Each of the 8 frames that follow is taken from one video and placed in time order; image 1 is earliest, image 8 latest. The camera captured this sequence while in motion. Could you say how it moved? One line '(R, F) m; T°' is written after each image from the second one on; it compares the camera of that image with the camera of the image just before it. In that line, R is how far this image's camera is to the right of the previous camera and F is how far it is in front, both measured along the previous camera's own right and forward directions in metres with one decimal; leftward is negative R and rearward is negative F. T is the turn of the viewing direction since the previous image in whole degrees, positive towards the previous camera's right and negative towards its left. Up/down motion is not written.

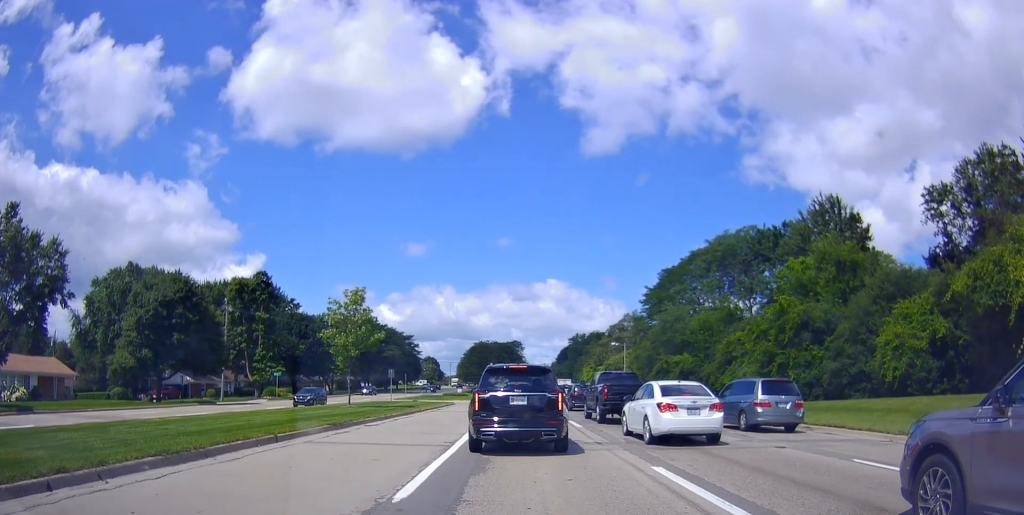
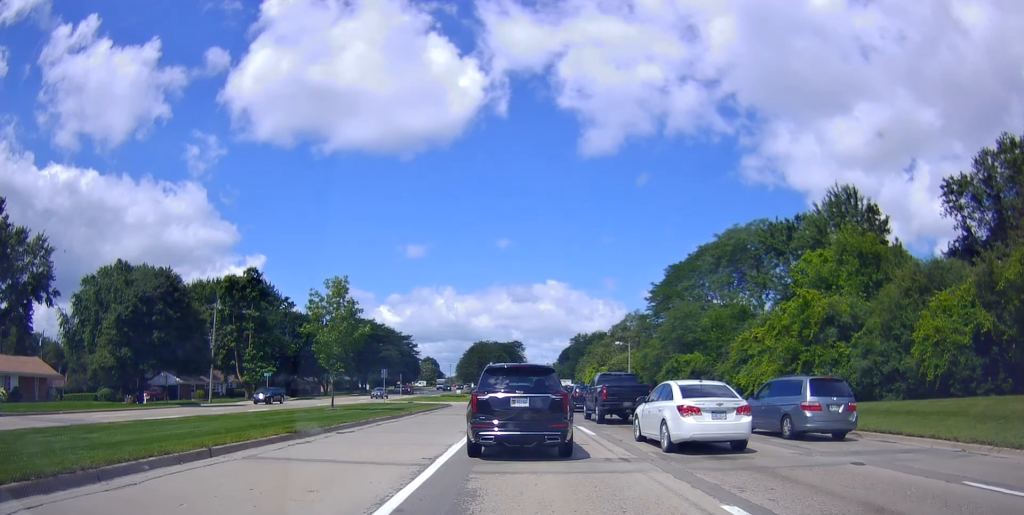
(-0.3, +0.5) m; 0°
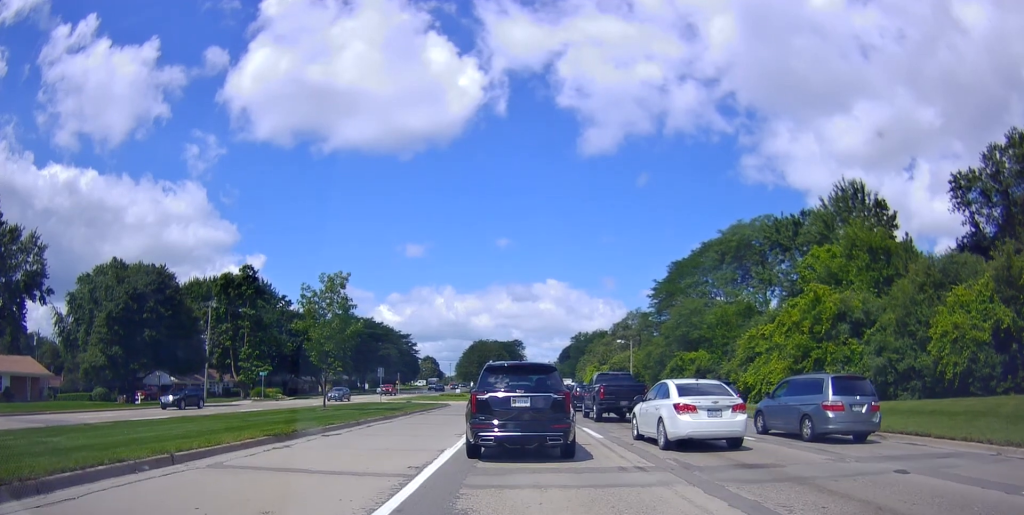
(0.0, +0.8) m; 0°
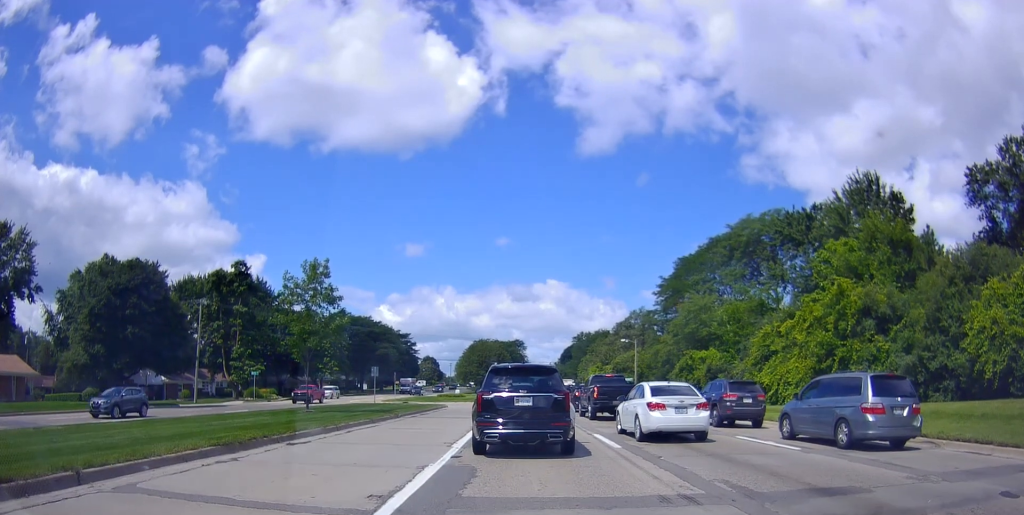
(0.0, +2.5) m; 0°
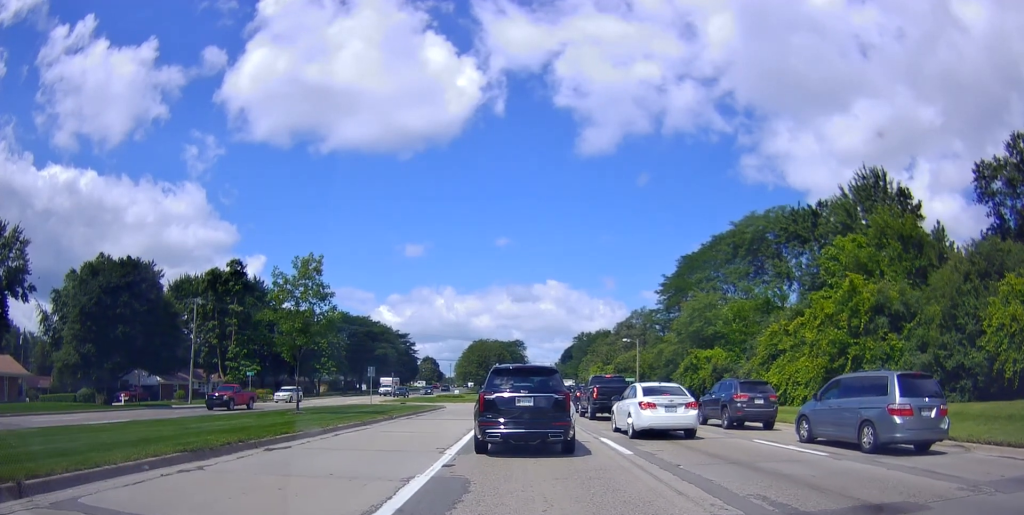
(0.0, +1.1) m; 0°
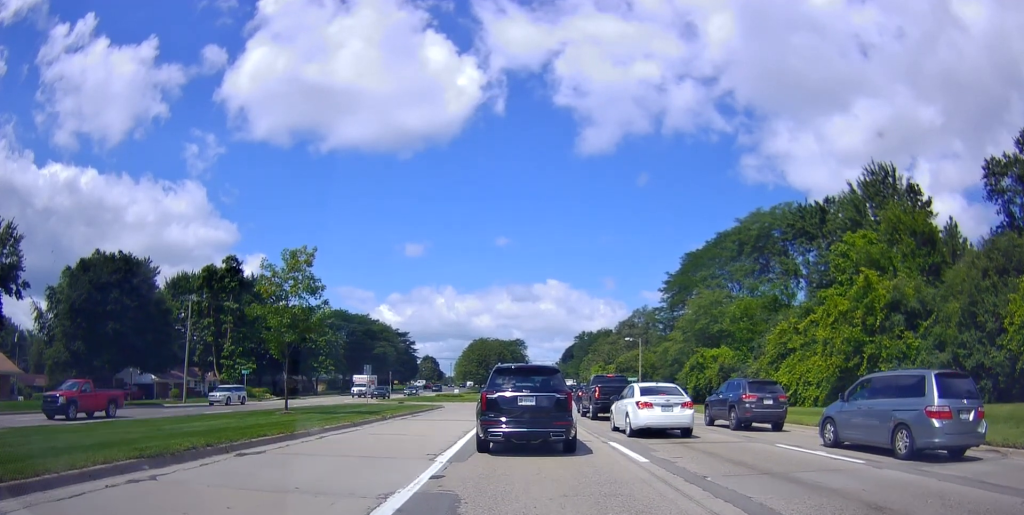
(0.0, +1.1) m; 0°
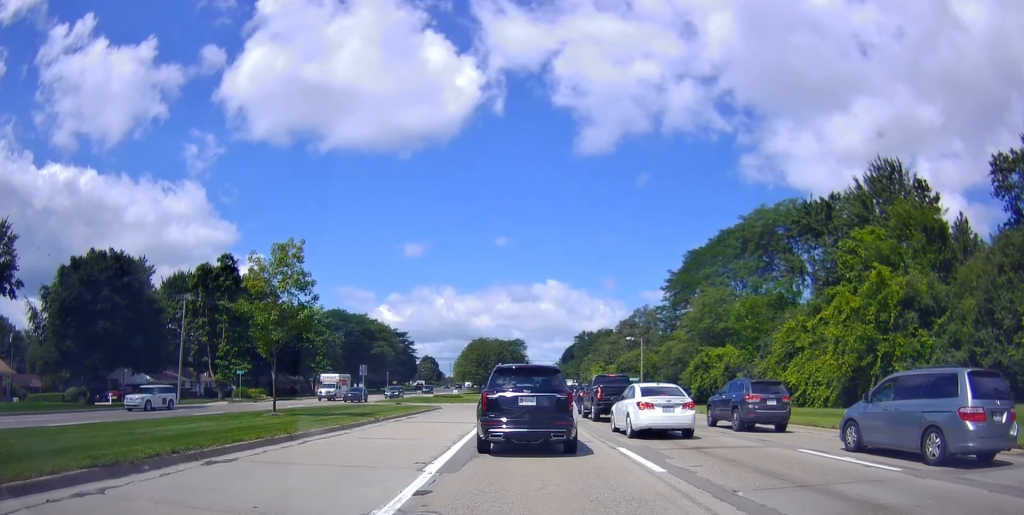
(0.0, +0.8) m; 0°
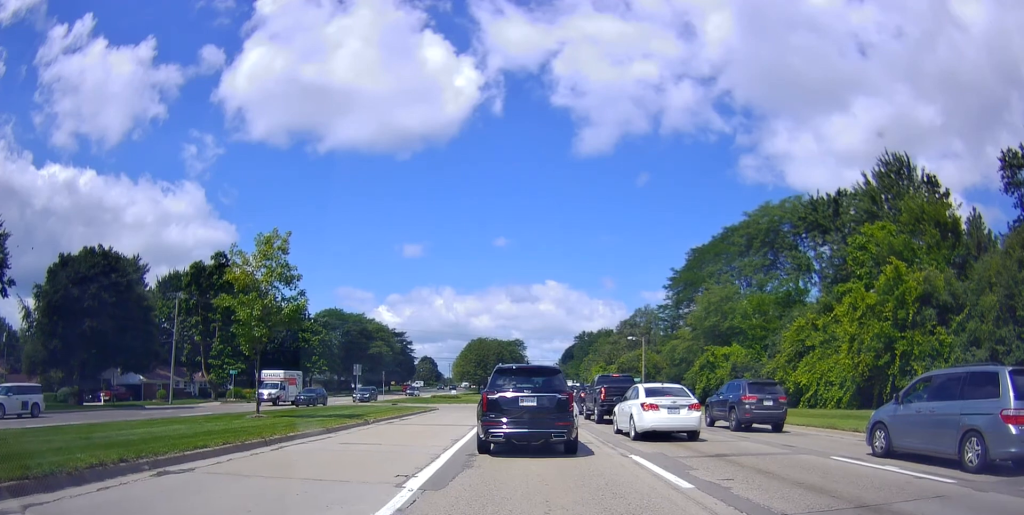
(0.0, +0.9) m; 0°
